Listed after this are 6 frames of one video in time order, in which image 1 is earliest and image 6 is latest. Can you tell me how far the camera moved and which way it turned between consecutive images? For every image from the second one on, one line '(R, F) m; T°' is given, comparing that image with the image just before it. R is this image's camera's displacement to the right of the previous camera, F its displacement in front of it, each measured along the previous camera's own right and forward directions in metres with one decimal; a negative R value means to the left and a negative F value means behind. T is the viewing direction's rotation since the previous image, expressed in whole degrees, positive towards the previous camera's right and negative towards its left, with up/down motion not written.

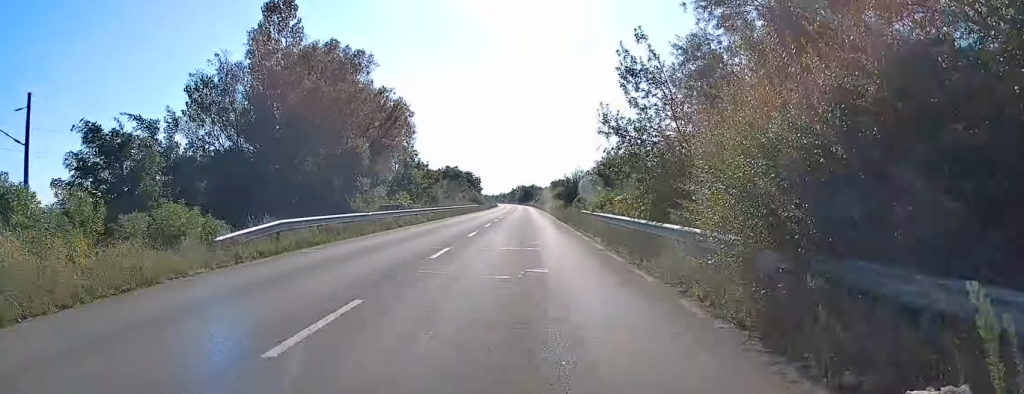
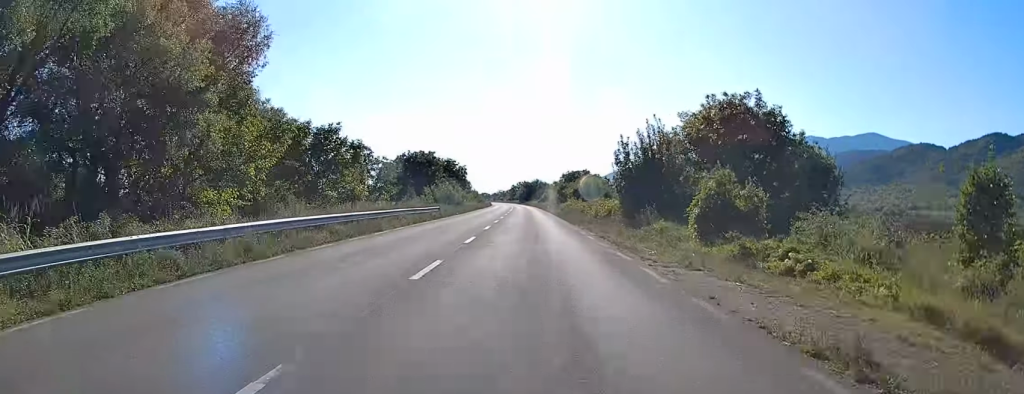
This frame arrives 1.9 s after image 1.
(0.0, +48.5) m; 0°
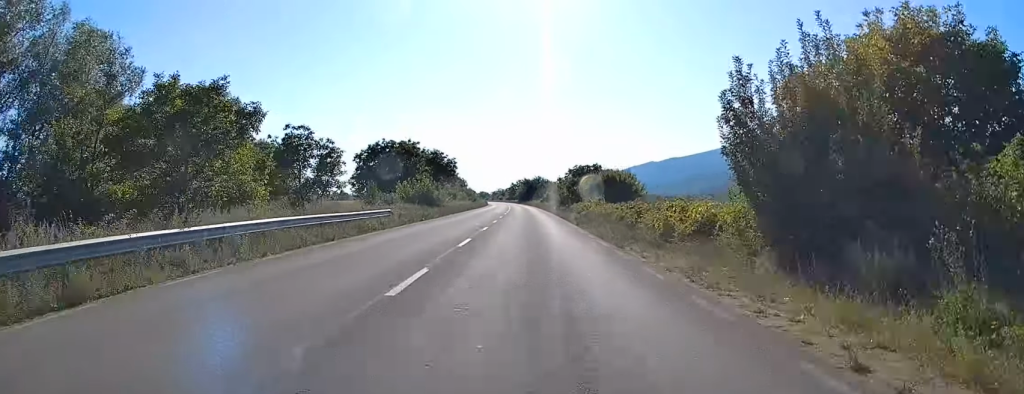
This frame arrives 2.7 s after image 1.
(0.0, +20.1) m; 0°
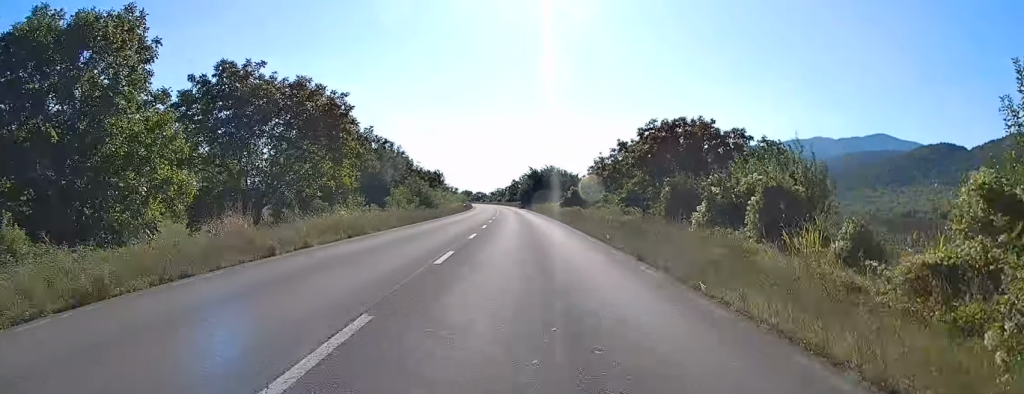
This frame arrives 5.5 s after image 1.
(-0.9, +68.7) m; -1°
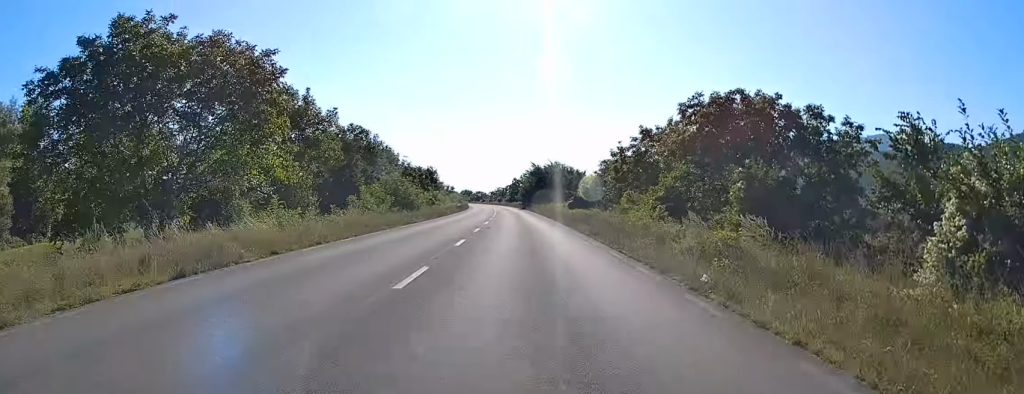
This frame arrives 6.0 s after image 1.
(+0.1, +12.7) m; 0°
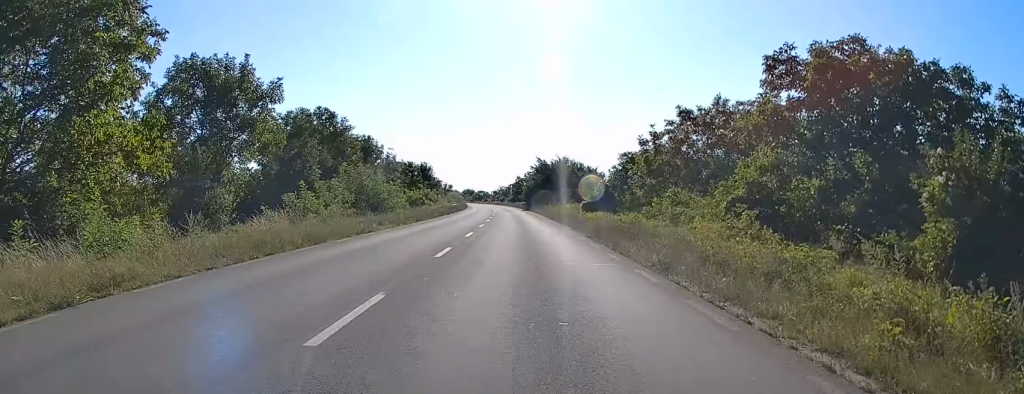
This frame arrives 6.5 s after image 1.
(+0.2, +12.7) m; 0°
